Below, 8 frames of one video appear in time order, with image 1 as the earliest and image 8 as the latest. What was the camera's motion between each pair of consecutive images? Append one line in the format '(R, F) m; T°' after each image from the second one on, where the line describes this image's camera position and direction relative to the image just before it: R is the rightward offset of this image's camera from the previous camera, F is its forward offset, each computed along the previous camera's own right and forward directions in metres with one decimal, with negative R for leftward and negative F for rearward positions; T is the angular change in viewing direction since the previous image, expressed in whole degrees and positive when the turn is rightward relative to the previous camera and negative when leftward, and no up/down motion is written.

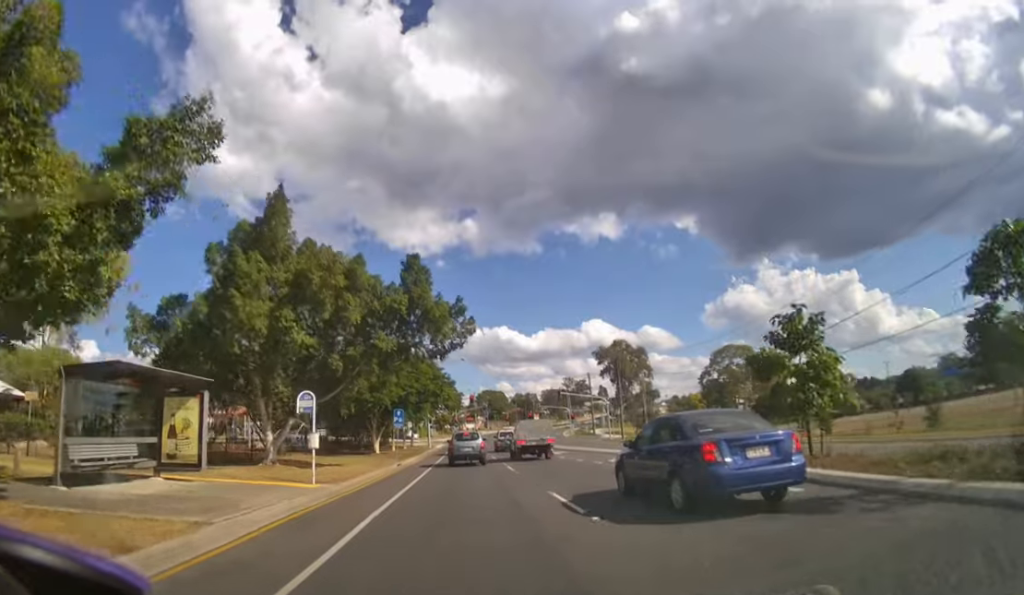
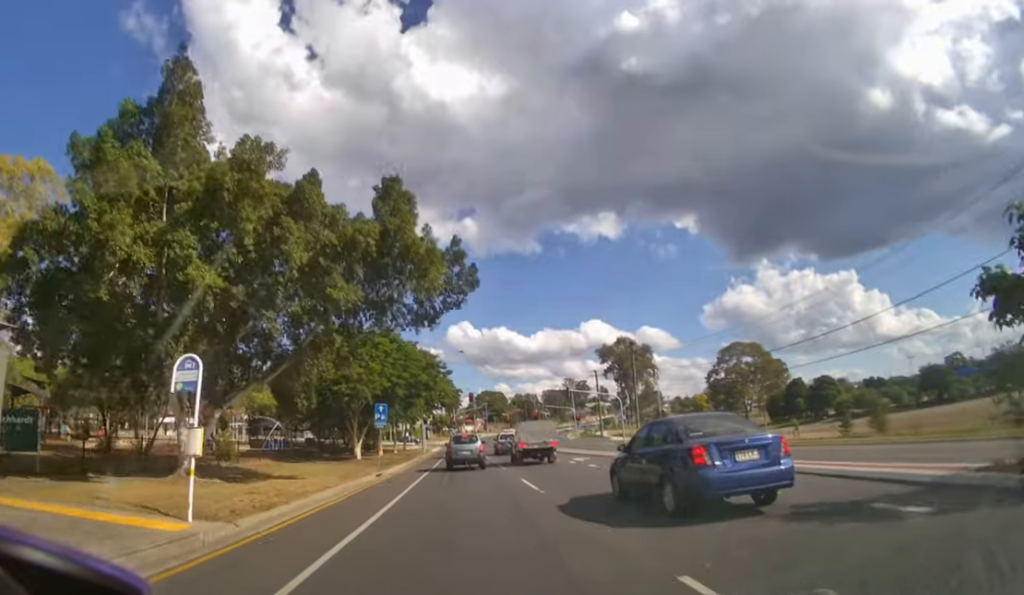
(0.0, +6.4) m; 0°
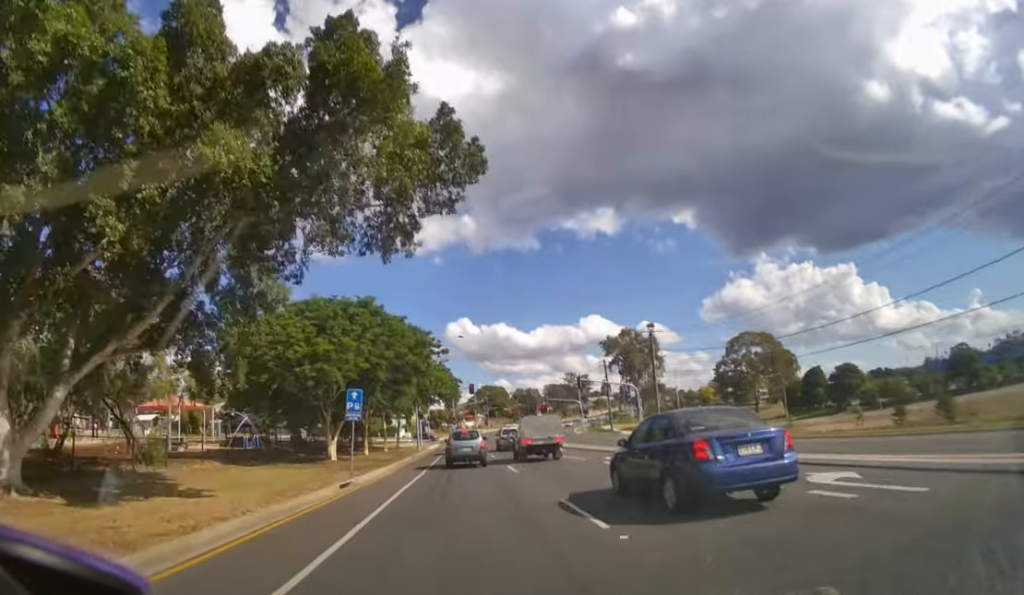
(0.0, +6.9) m; 0°
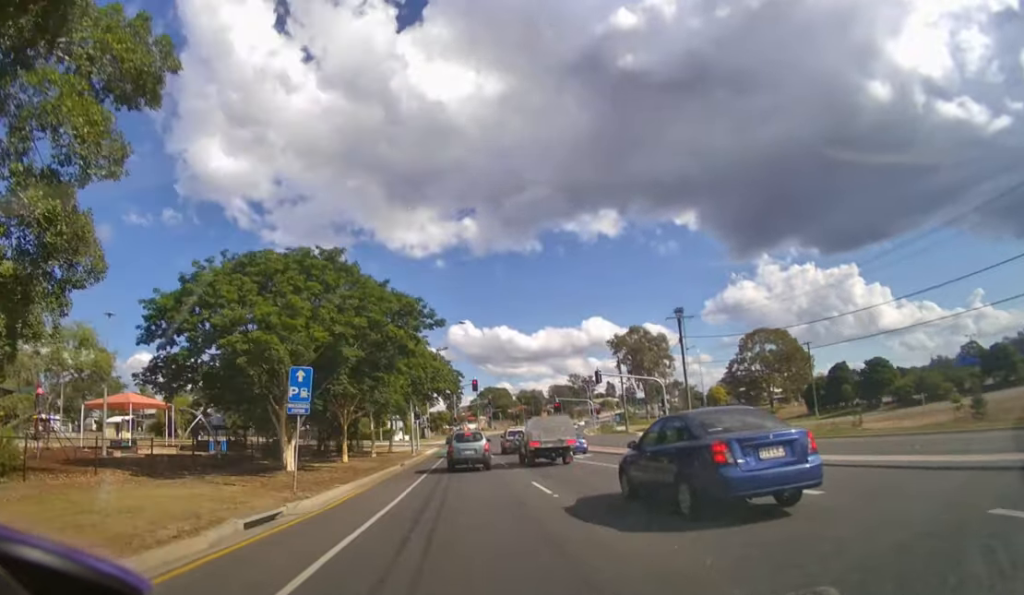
(0.0, +8.1) m; 0°
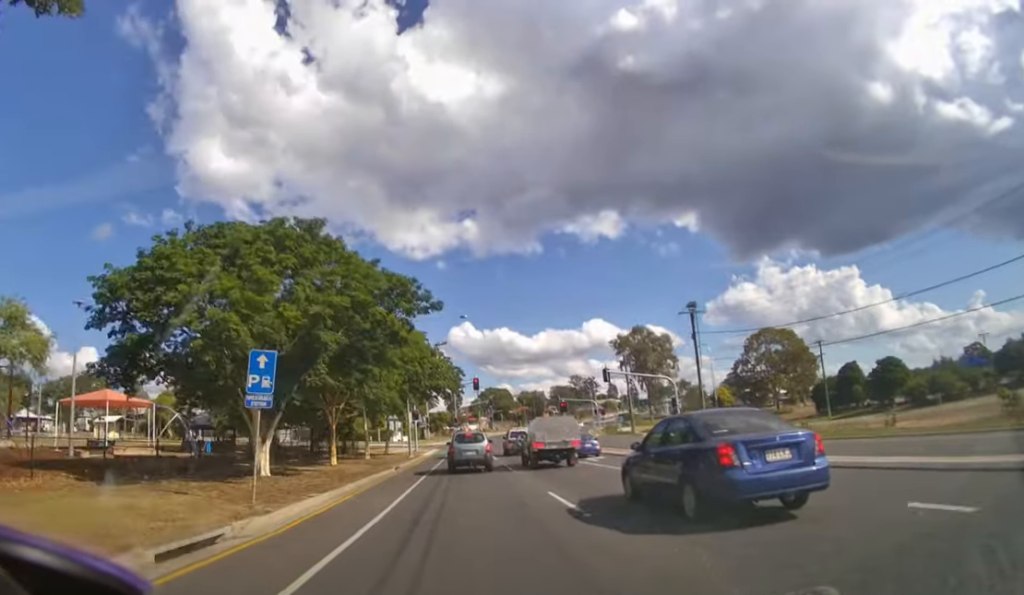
(0.0, +3.3) m; 0°
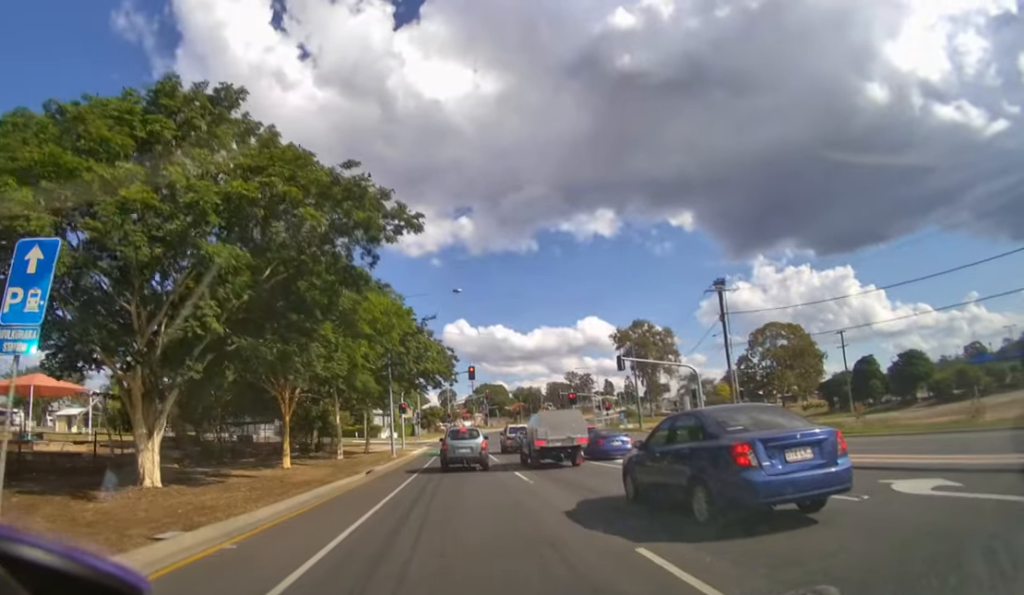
(0.0, +7.7) m; 0°
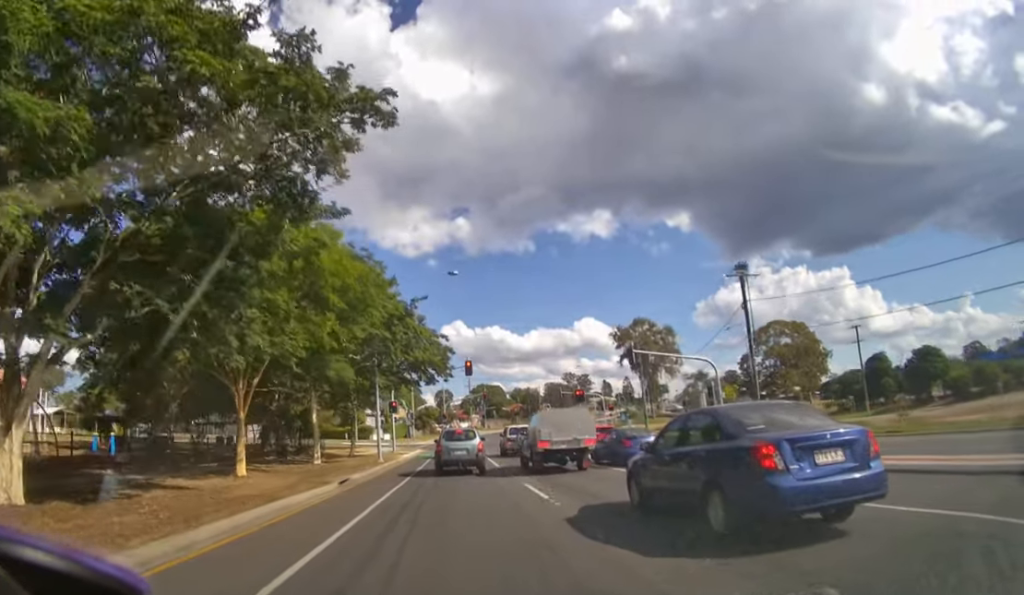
(0.0, +4.3) m; 0°
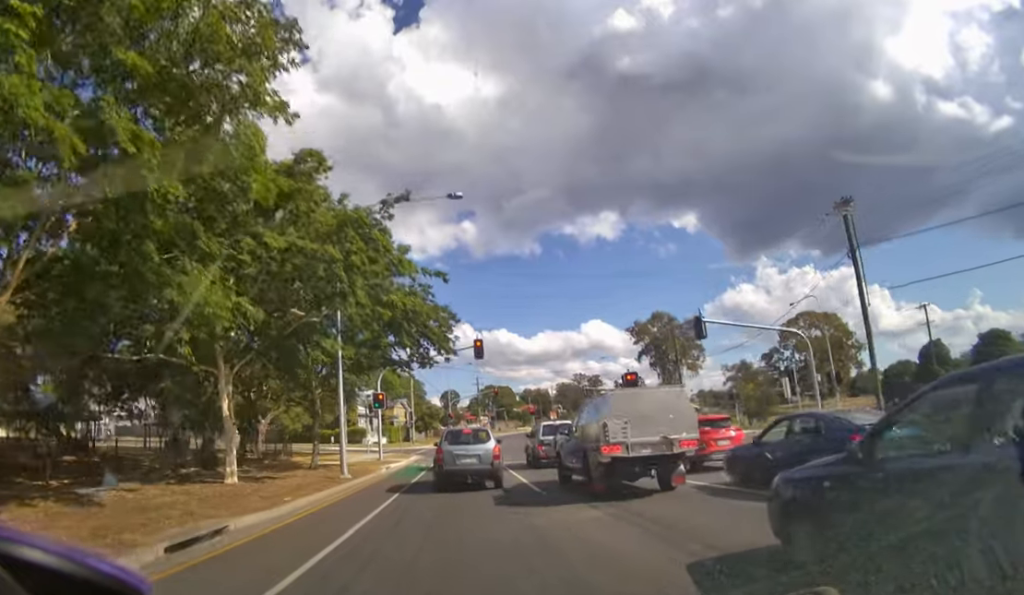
(+0.1, +10.8) m; 0°
